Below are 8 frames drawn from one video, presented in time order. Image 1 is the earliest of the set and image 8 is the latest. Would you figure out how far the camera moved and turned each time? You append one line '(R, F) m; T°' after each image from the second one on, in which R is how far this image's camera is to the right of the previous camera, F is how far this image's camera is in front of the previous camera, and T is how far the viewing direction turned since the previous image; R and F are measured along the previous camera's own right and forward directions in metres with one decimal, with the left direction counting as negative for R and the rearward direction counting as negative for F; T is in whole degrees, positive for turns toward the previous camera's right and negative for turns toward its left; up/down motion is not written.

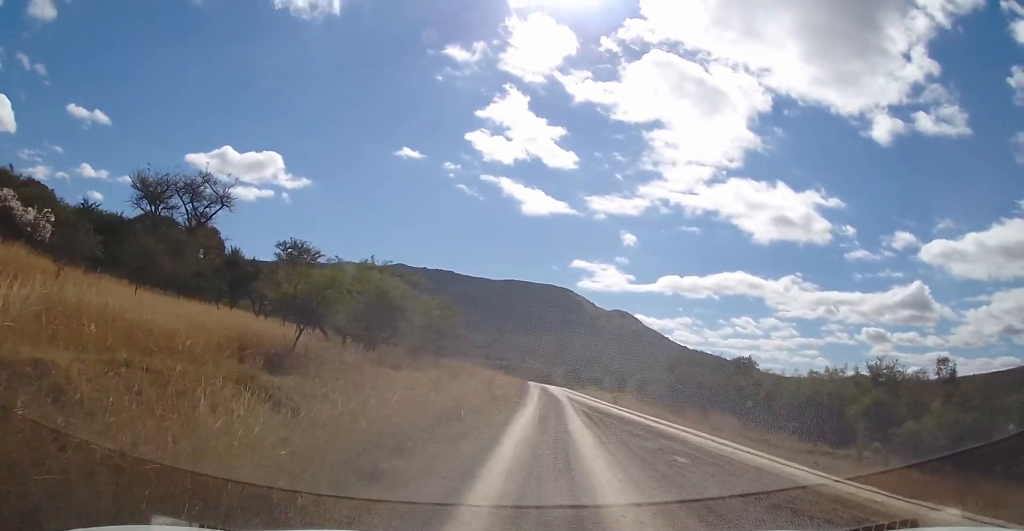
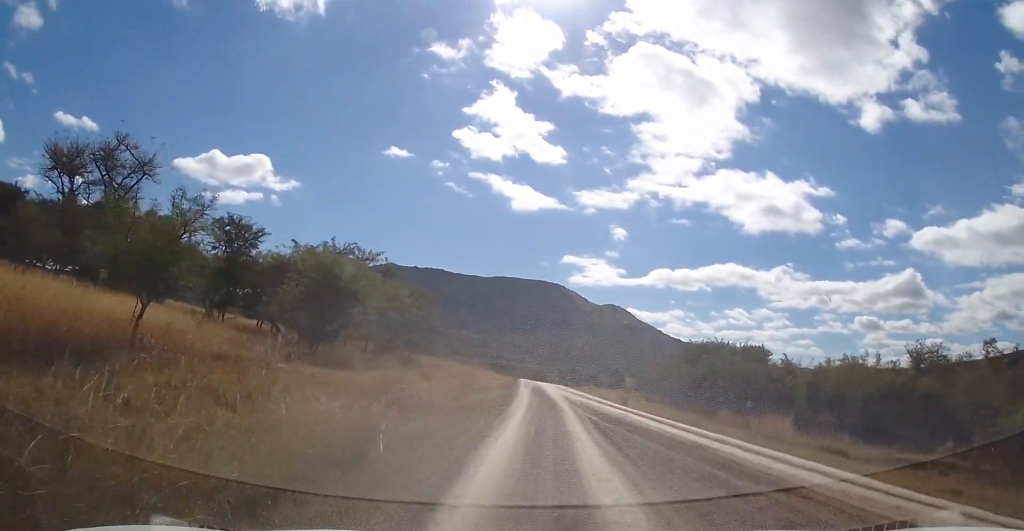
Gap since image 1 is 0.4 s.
(+0.1, +7.0) m; +1°
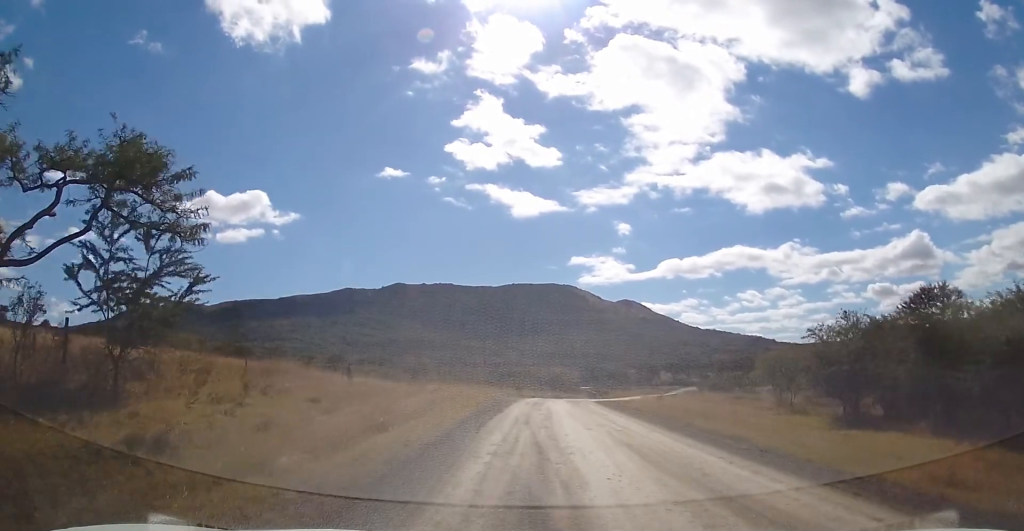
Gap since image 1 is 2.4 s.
(-0.8, +32.5) m; -2°
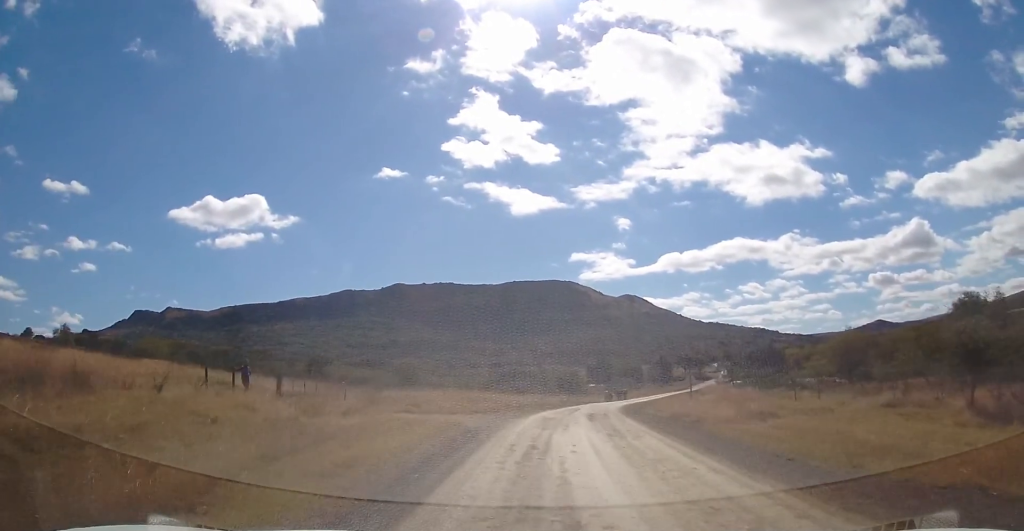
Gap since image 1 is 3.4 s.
(+0.3, +15.2) m; +1°
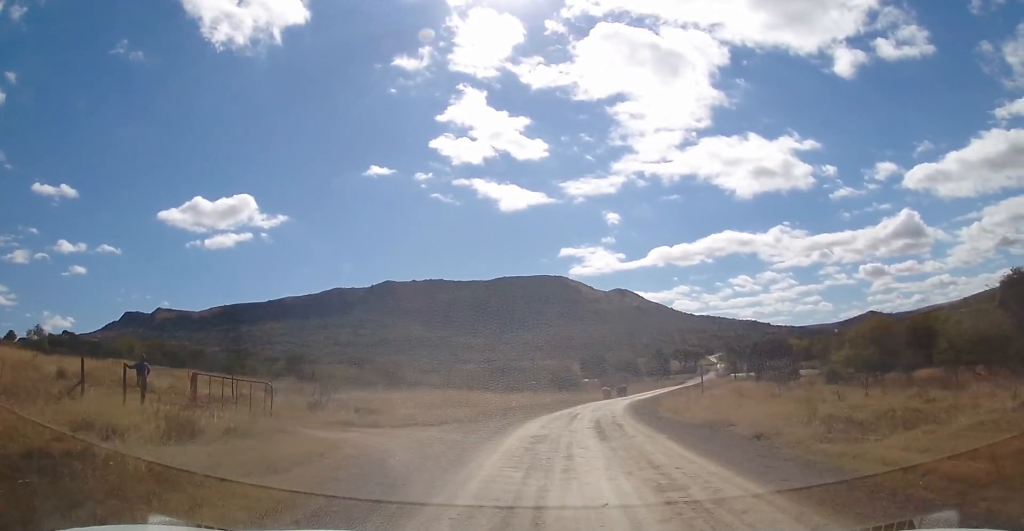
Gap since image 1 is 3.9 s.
(0.0, +7.1) m; +1°
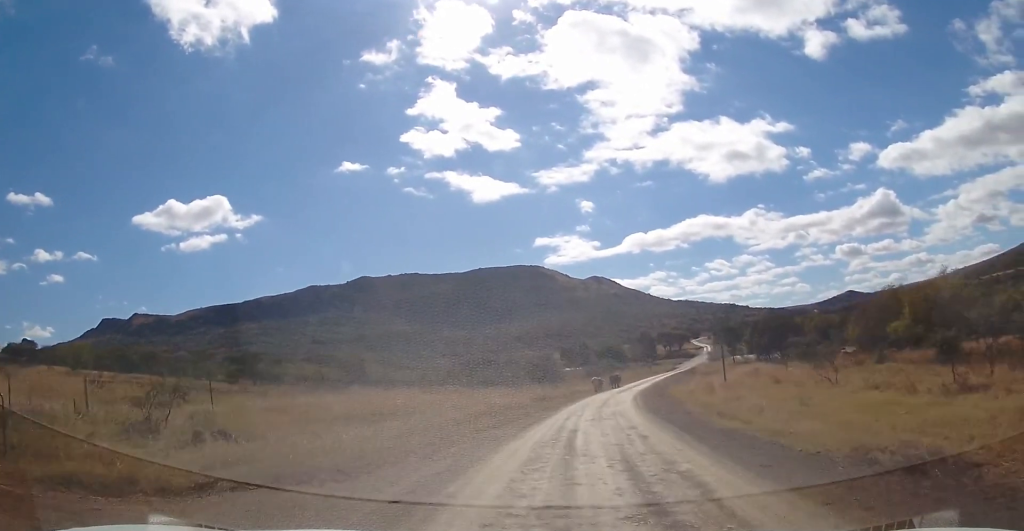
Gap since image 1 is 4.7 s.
(-0.1, +11.8) m; +2°
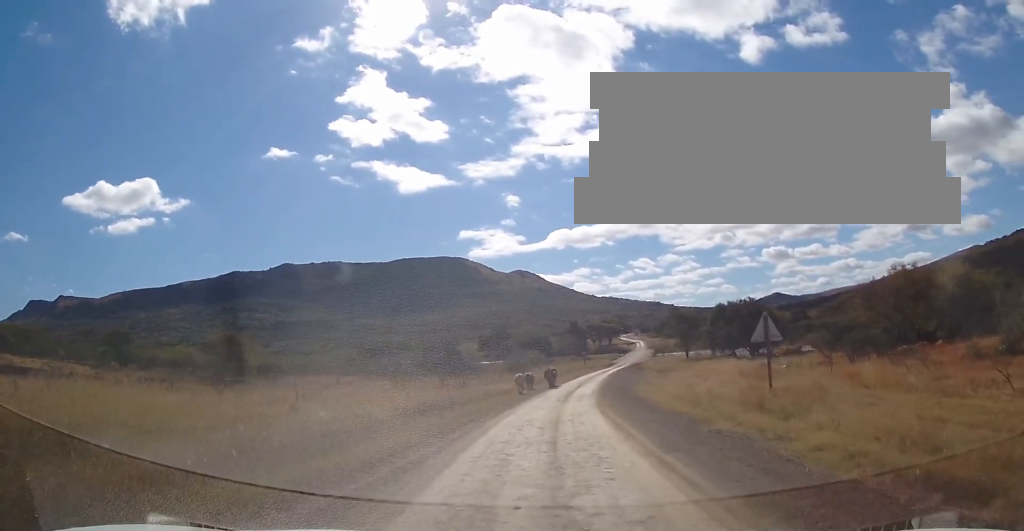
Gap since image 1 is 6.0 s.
(+1.3, +18.4) m; +7°
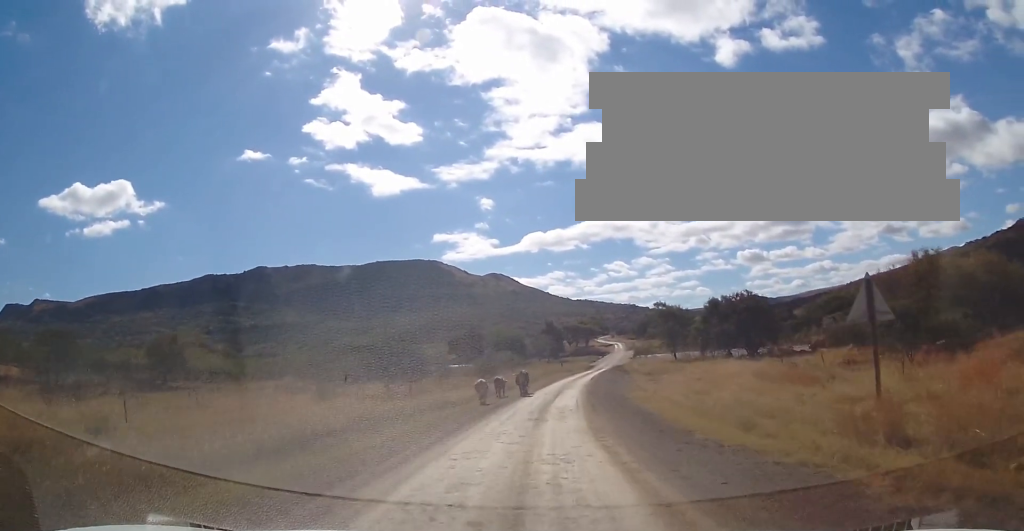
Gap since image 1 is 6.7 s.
(+0.3, +8.5) m; +3°
